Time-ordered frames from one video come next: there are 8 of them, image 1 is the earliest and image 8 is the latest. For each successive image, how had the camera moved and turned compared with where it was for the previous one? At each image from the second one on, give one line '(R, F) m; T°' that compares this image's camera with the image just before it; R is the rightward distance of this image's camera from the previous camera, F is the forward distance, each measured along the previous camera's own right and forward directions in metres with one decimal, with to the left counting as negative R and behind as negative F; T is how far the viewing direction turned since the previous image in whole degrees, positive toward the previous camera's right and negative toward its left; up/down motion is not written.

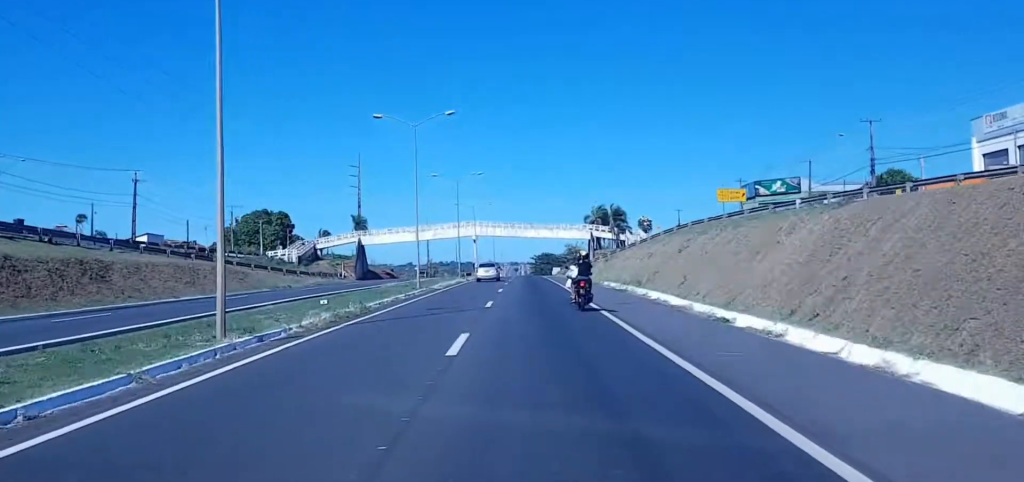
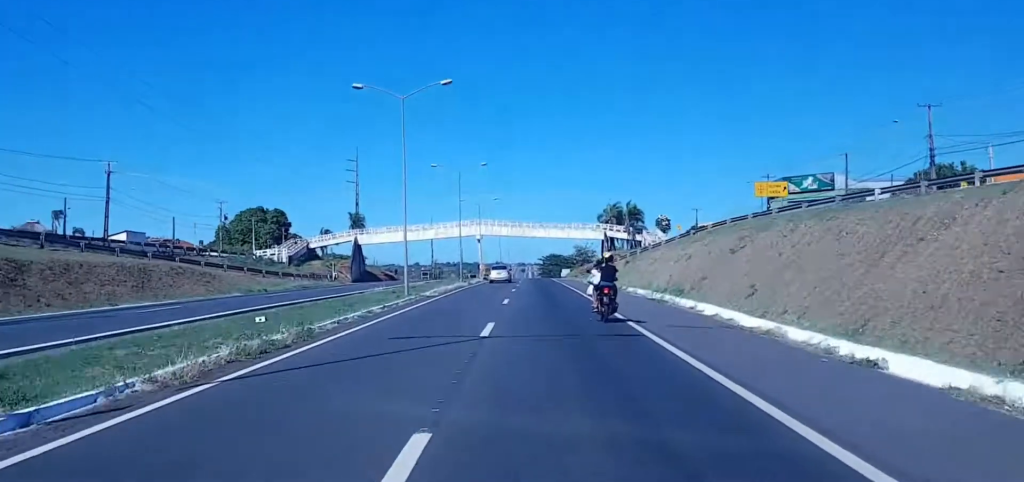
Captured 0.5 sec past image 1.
(+0.2, +11.3) m; 0°
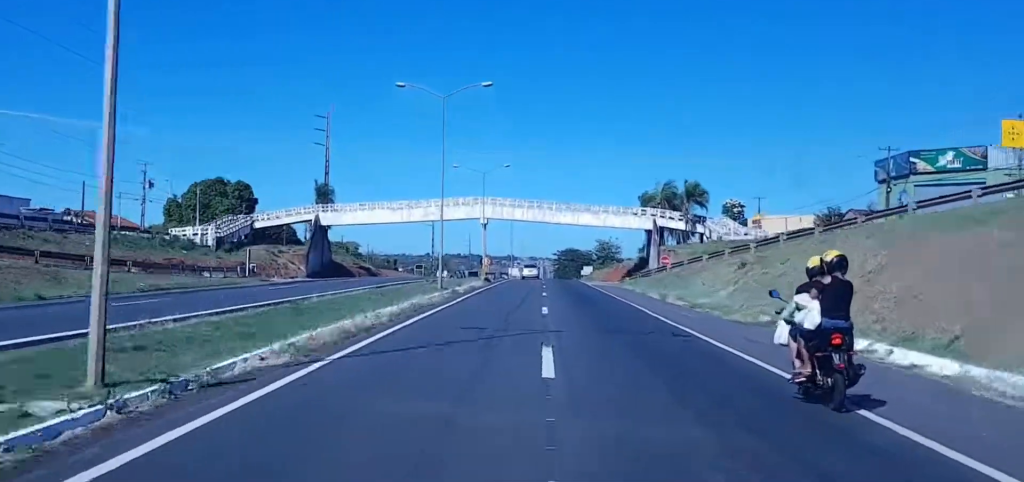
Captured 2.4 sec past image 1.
(-0.3, +39.2) m; -2°
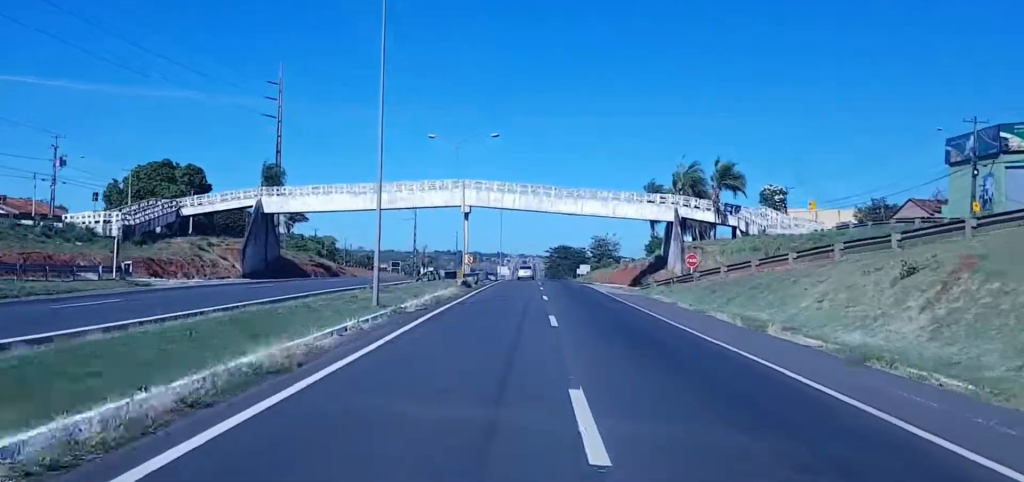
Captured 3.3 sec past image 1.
(-0.2, +21.0) m; 0°
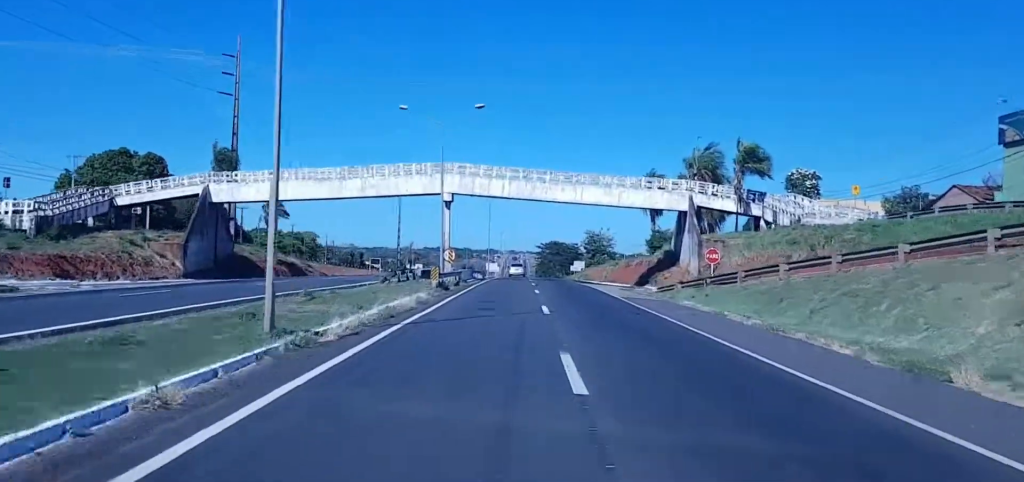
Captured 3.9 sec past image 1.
(+0.2, +12.5) m; 0°
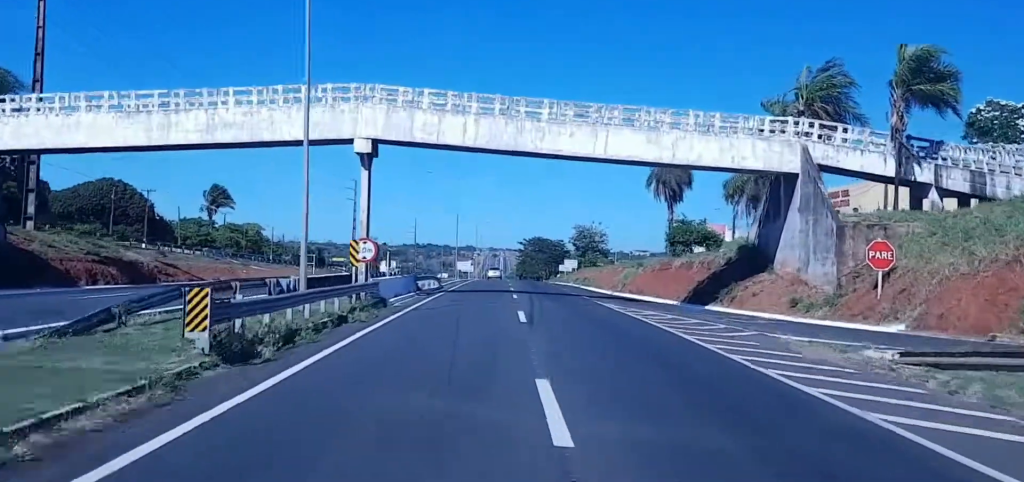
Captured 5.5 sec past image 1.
(+0.5, +34.4) m; +2°
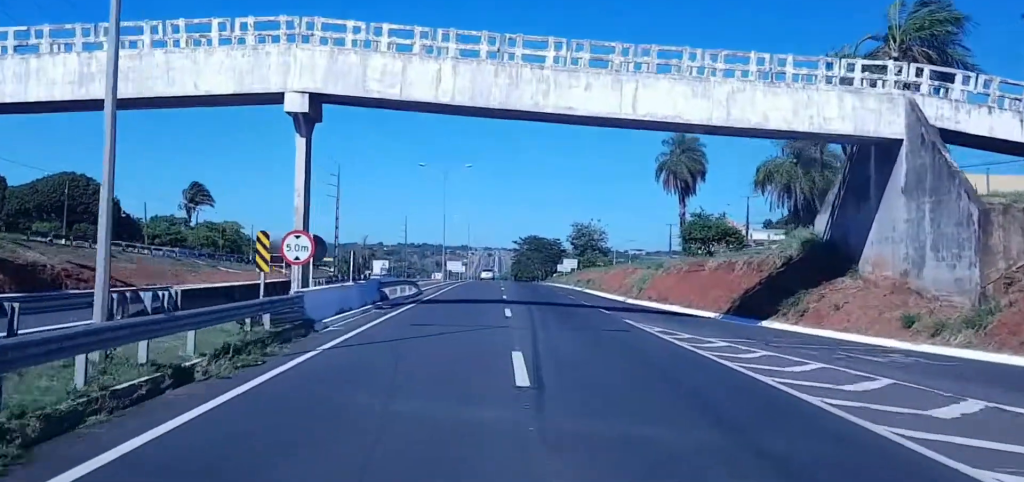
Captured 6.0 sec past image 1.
(+0.4, +11.8) m; +1°
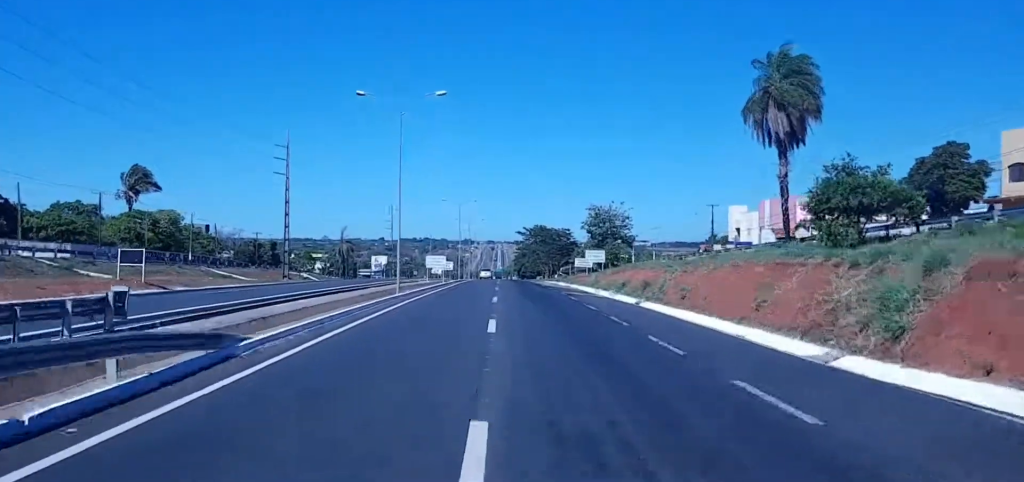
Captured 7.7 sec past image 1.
(-0.4, +38.2) m; -1°
